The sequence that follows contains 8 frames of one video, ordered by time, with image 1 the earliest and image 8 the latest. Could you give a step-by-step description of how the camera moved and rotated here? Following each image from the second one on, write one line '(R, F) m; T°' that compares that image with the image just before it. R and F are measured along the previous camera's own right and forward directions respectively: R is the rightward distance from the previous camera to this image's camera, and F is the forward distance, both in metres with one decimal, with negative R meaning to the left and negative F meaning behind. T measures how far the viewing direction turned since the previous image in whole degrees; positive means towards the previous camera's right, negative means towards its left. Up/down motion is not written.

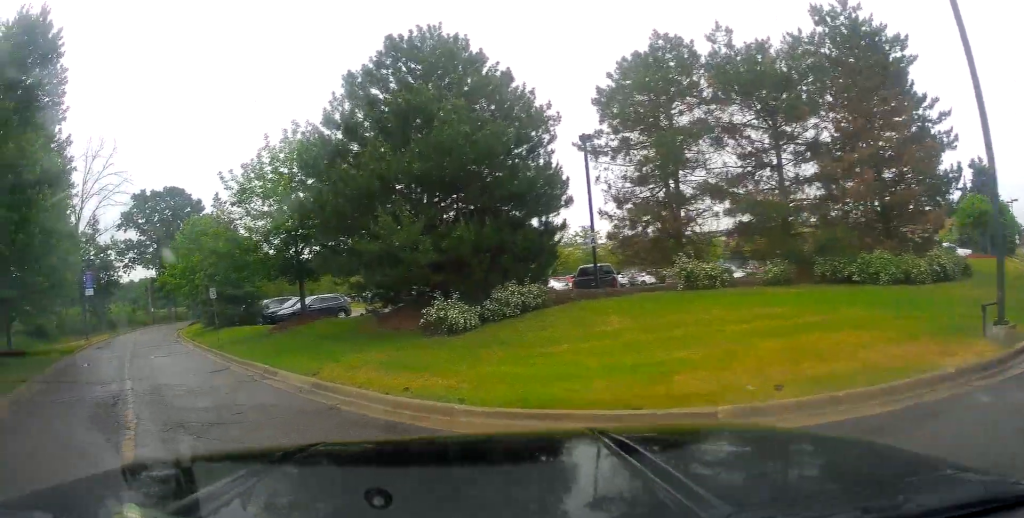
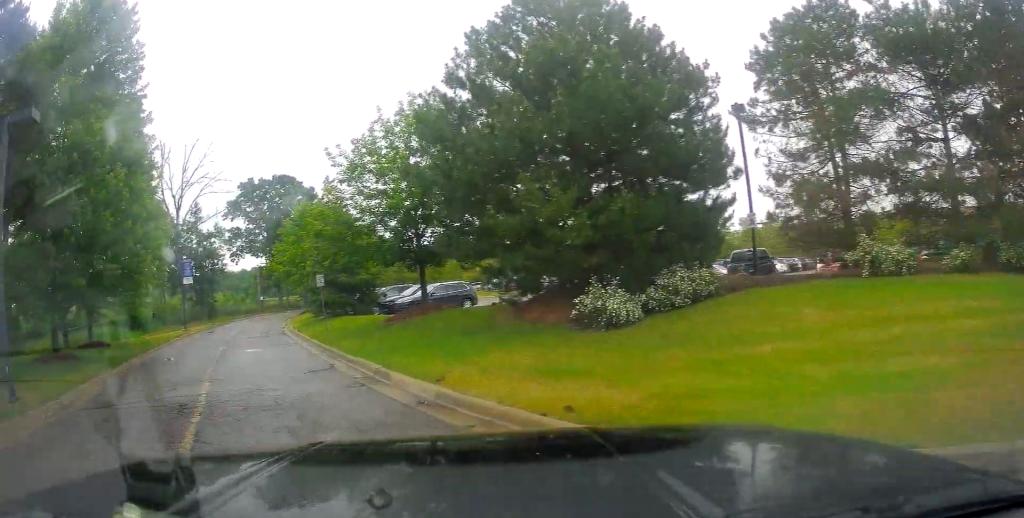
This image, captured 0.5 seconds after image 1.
(-0.4, +2.2) m; -12°
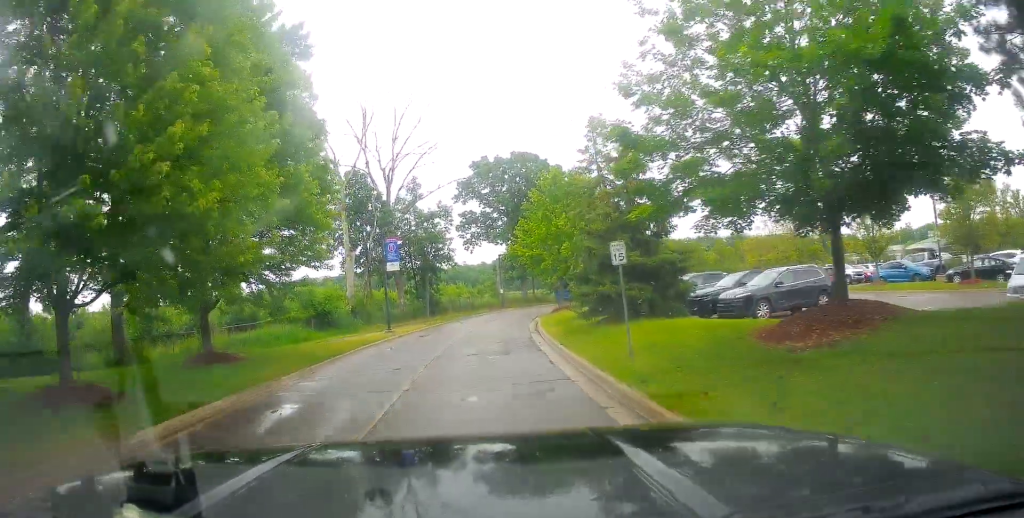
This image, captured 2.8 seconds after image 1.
(-4.0, +11.2) m; -24°
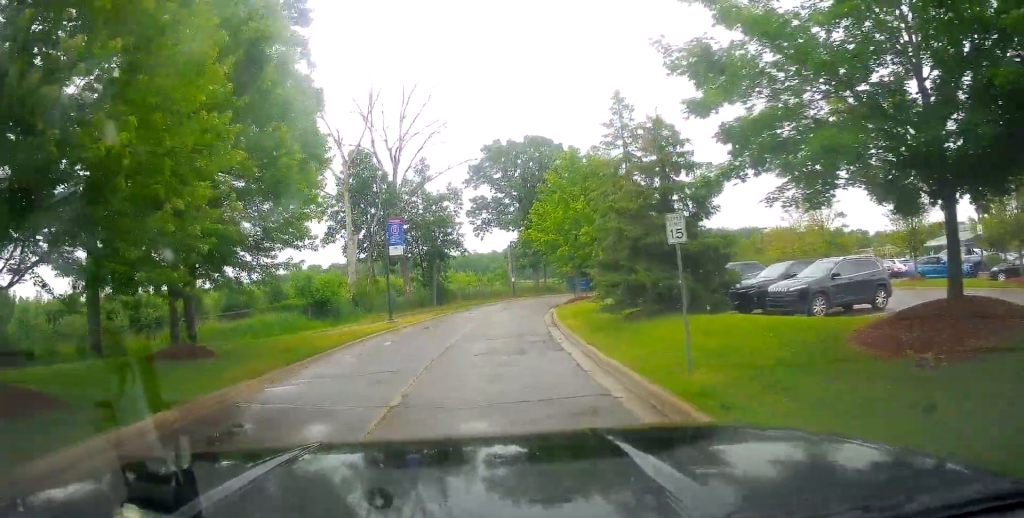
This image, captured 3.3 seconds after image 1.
(0.0, +2.9) m; 0°
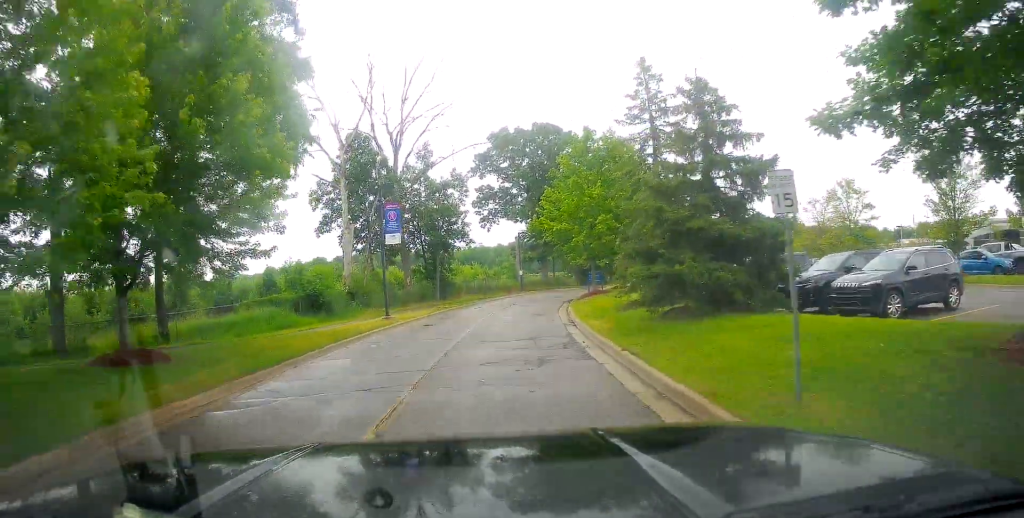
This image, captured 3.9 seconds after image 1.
(+0.2, +3.2) m; -2°
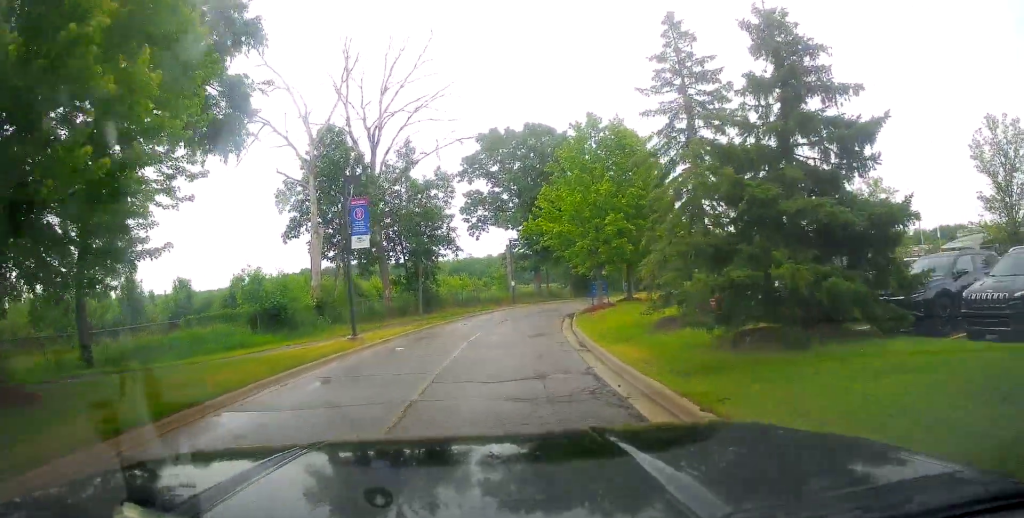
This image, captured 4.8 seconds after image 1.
(-0.4, +5.0) m; +1°
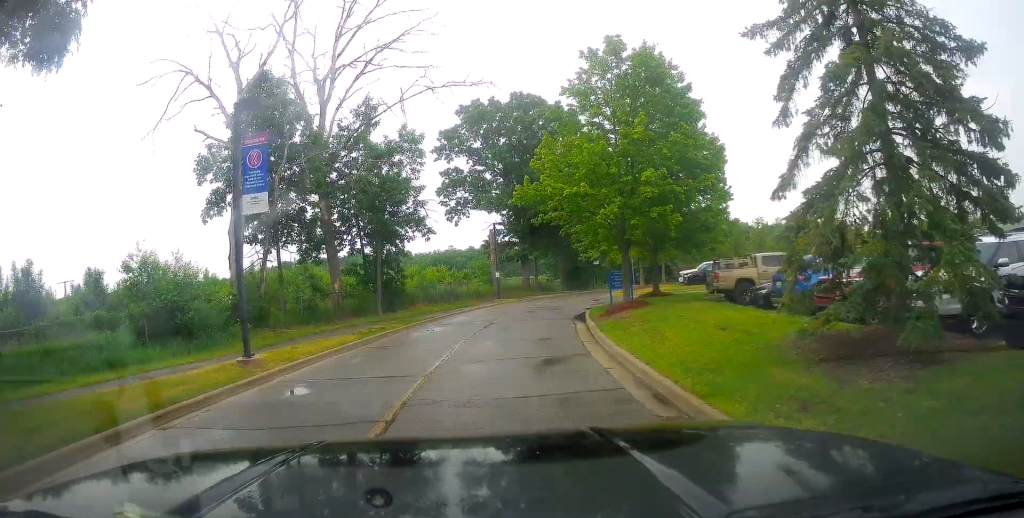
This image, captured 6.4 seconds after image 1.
(+0.5, +8.5) m; +1°
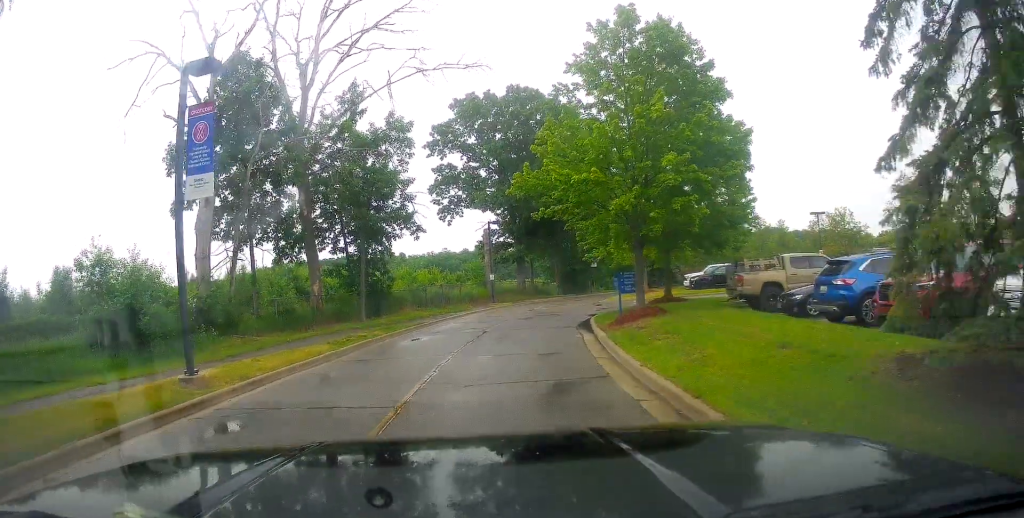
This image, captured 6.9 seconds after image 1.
(-0.2, +2.5) m; -2°
